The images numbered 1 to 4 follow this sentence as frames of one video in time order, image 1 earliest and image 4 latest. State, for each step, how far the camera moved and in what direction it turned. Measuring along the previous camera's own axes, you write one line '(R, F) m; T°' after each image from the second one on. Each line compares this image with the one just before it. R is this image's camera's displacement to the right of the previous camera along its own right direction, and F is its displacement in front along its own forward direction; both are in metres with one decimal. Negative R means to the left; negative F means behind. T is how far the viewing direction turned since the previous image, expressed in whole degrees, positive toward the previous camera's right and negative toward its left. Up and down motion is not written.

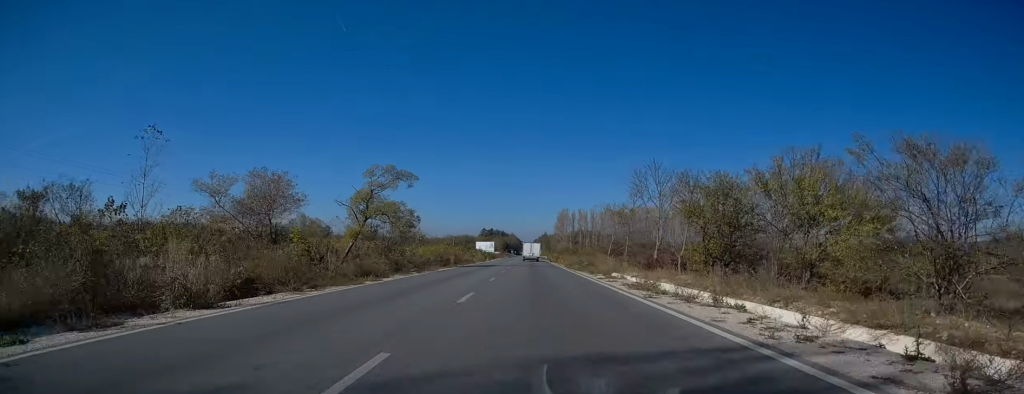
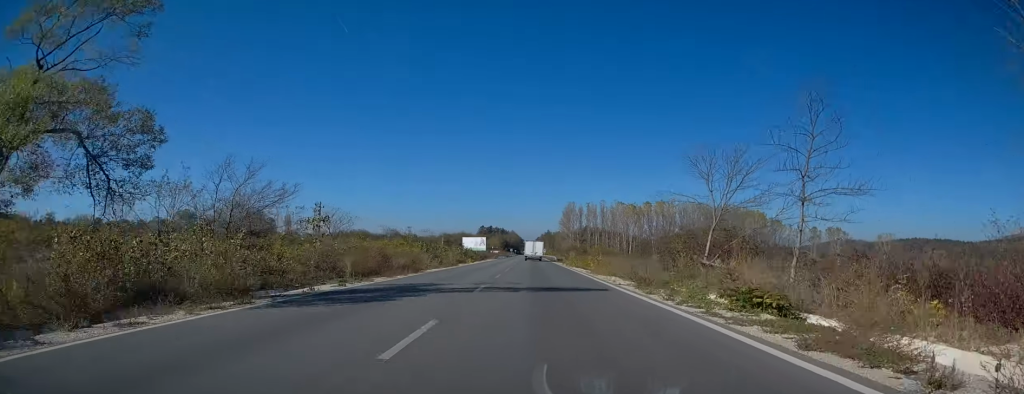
(-0.1, +32.4) m; 0°
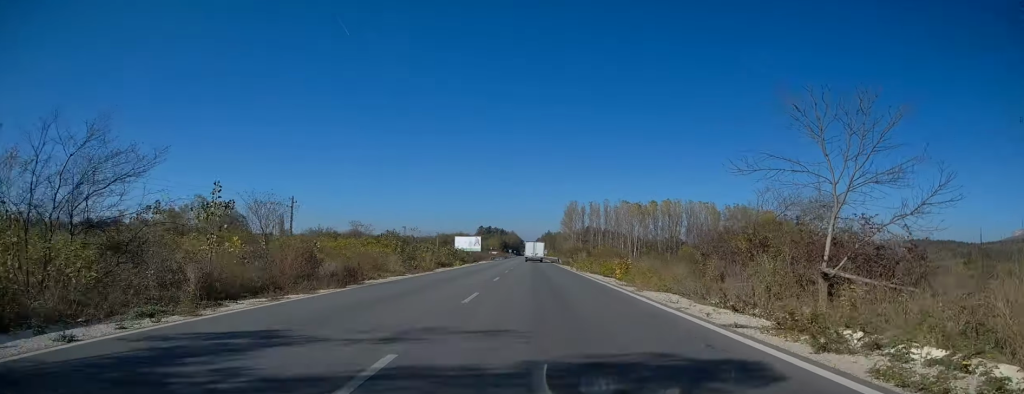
(+0.1, +12.4) m; 0°
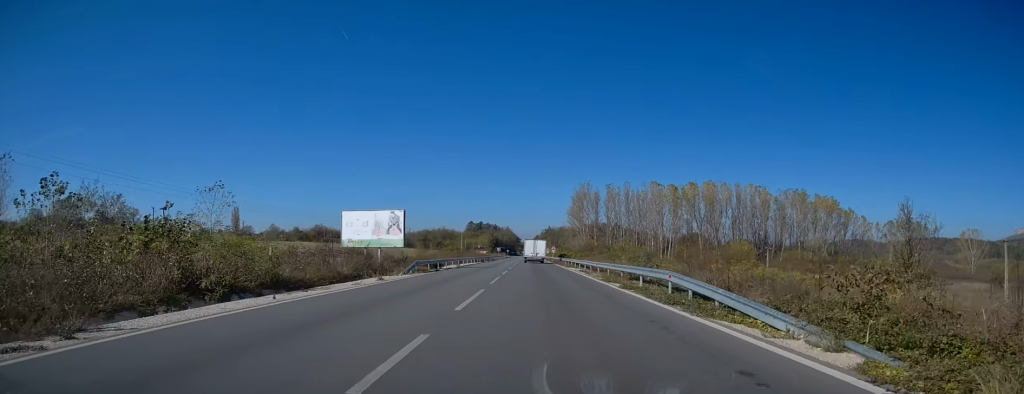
(-0.3, +60.4) m; 0°
